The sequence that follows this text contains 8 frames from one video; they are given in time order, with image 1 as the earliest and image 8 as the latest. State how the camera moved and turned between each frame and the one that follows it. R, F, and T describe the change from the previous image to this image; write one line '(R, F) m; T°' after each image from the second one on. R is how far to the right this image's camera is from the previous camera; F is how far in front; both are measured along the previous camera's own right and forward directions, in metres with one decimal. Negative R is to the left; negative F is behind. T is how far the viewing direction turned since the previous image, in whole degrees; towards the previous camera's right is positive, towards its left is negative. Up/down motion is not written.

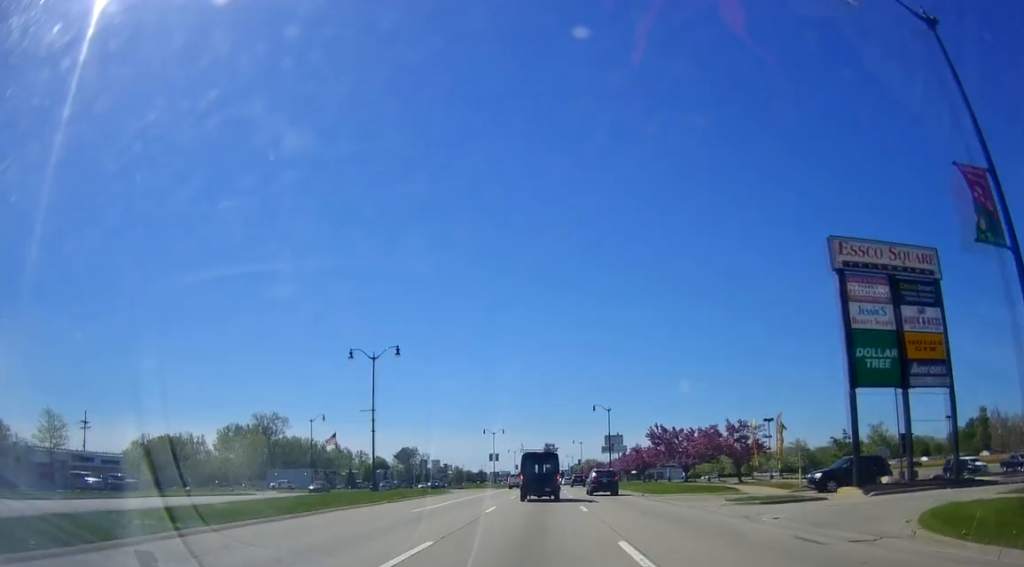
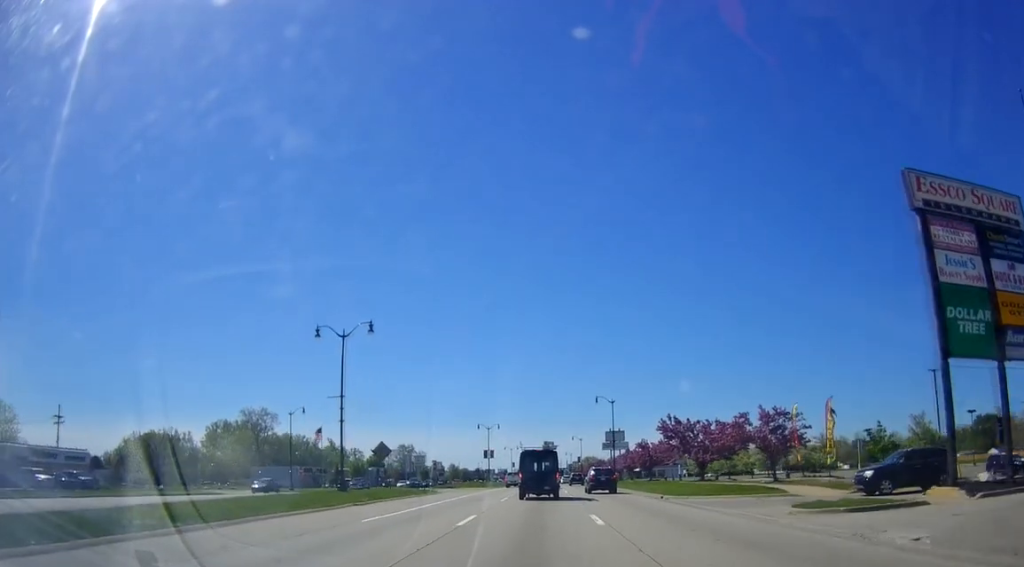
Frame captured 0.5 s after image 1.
(0.0, +6.2) m; 0°
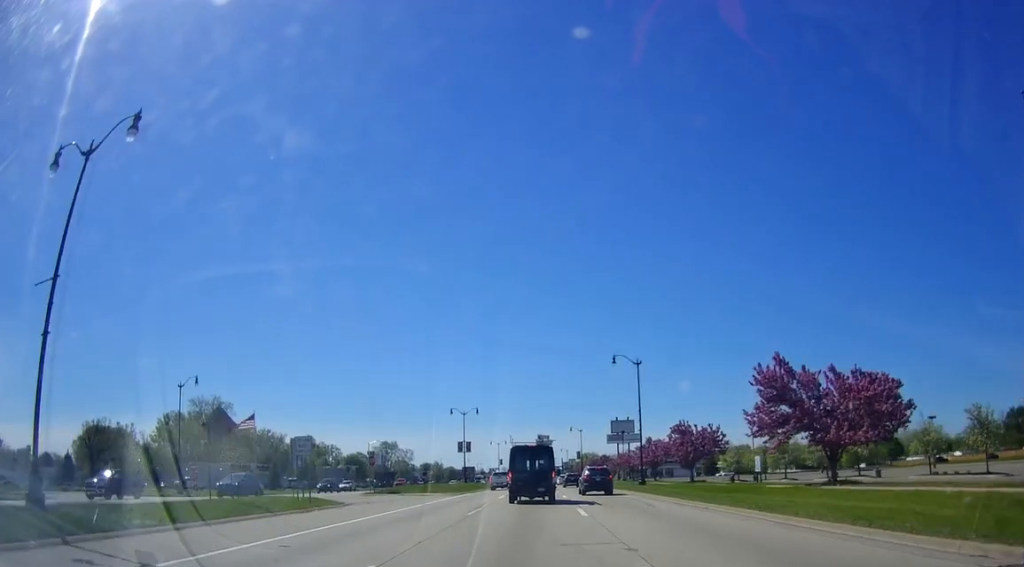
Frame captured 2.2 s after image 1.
(0.0, +22.8) m; 0°
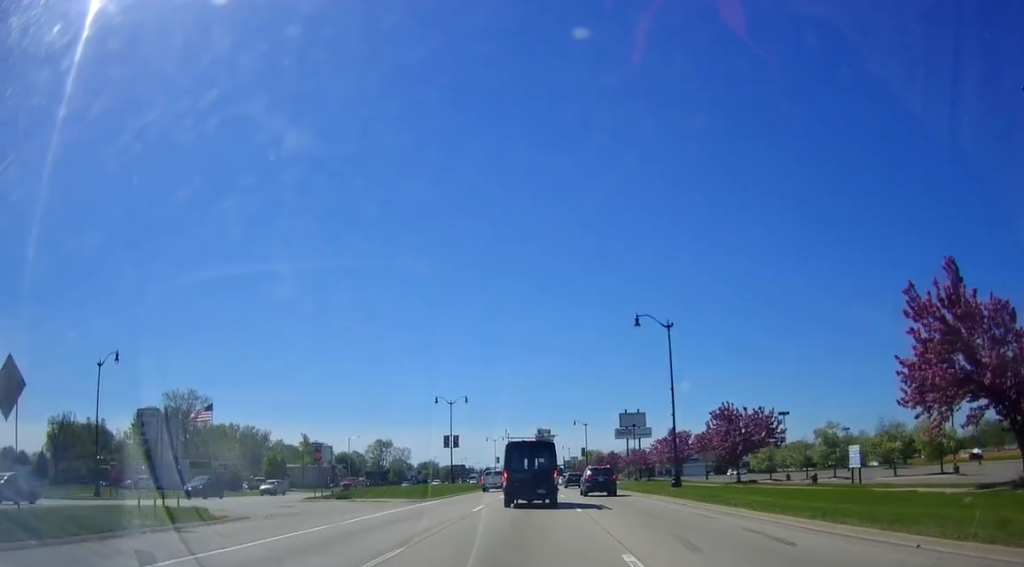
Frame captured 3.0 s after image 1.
(0.0, +11.3) m; 0°
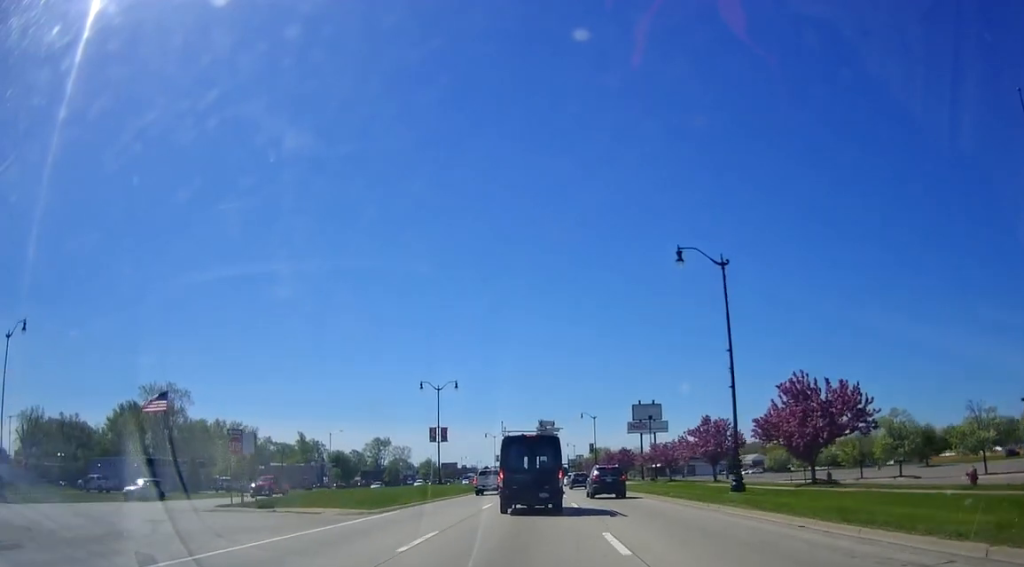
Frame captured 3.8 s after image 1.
(0.0, +10.8) m; 0°
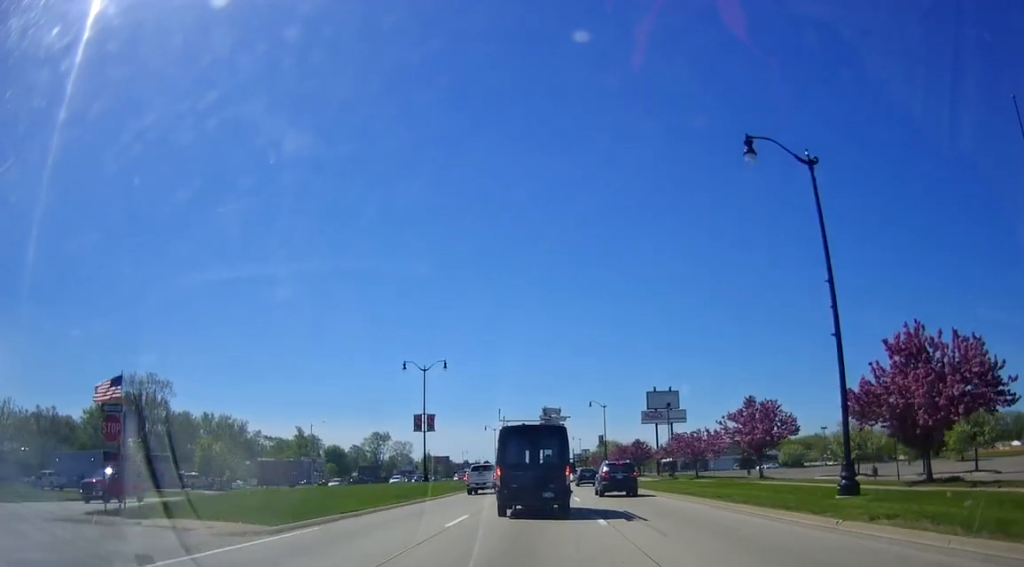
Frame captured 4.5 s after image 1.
(0.0, +9.6) m; 0°
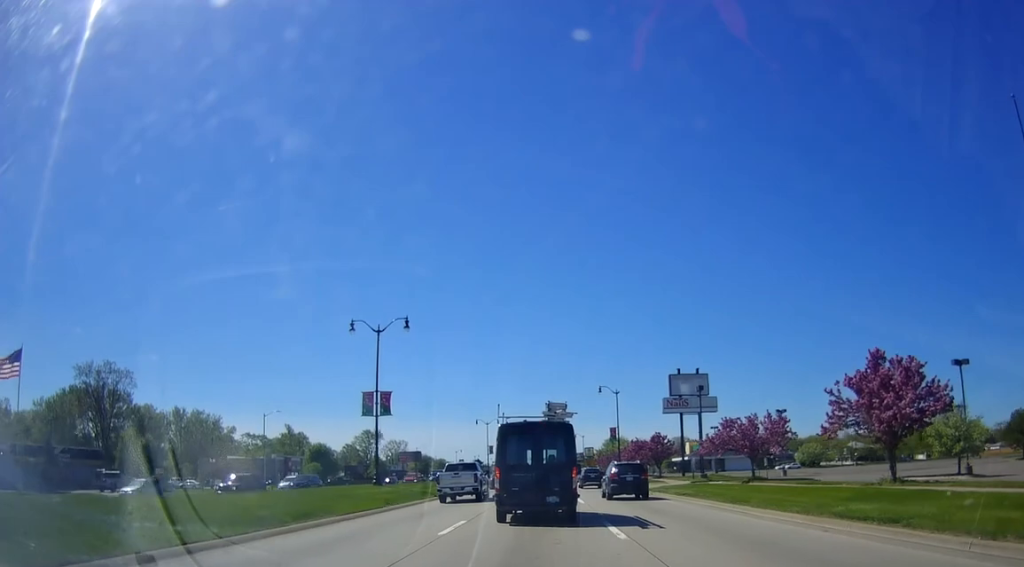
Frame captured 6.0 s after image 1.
(0.0, +18.1) m; -1°
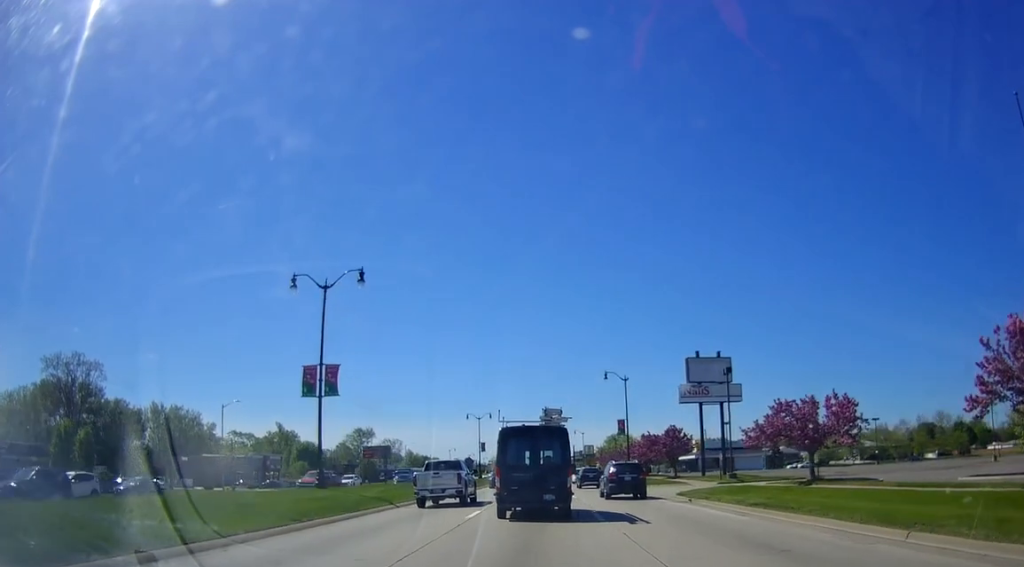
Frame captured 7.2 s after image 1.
(-0.5, +11.5) m; -4°
